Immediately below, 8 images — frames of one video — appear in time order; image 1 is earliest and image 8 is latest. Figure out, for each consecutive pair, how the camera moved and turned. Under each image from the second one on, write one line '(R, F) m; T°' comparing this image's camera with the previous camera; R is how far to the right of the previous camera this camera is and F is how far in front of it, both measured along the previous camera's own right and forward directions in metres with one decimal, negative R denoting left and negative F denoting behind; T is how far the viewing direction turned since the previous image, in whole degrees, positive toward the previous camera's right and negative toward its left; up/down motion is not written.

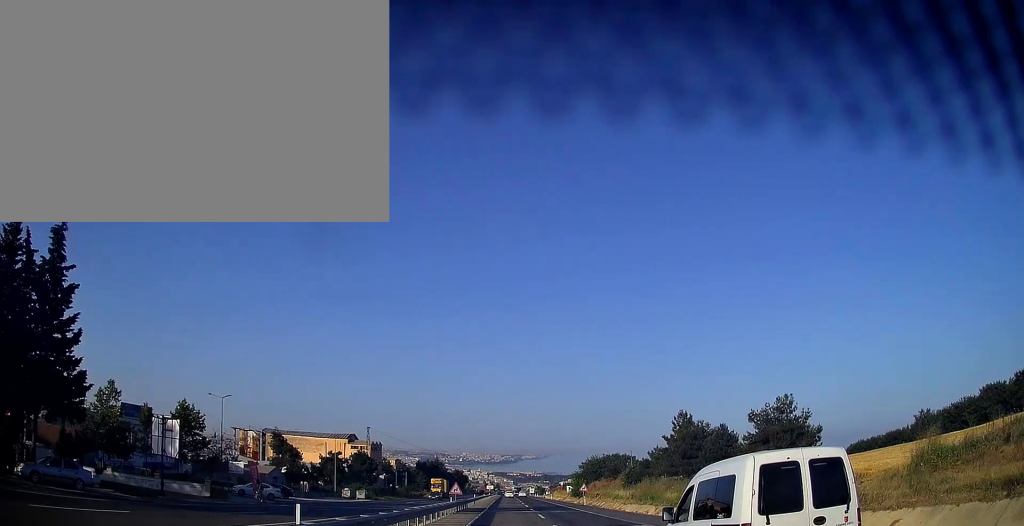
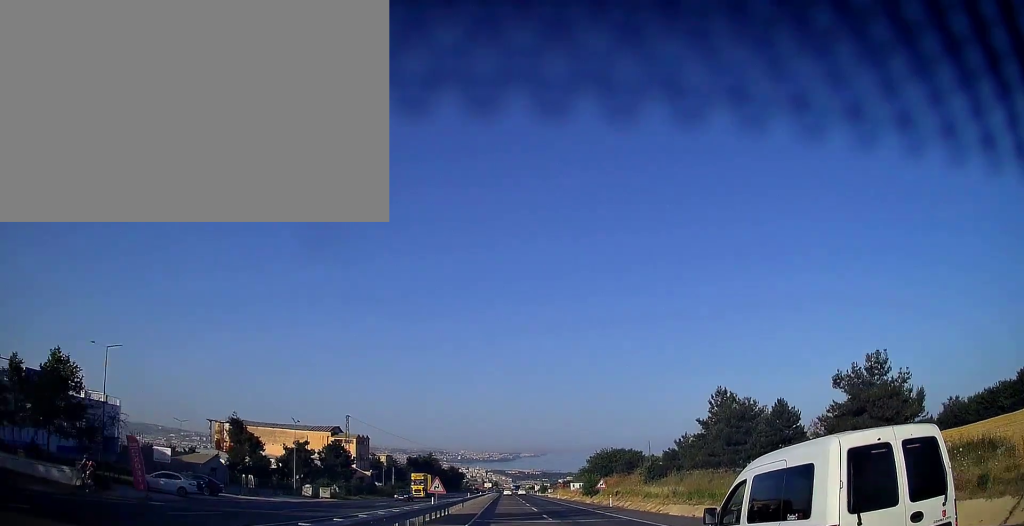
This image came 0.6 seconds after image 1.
(+0.1, +16.4) m; 0°
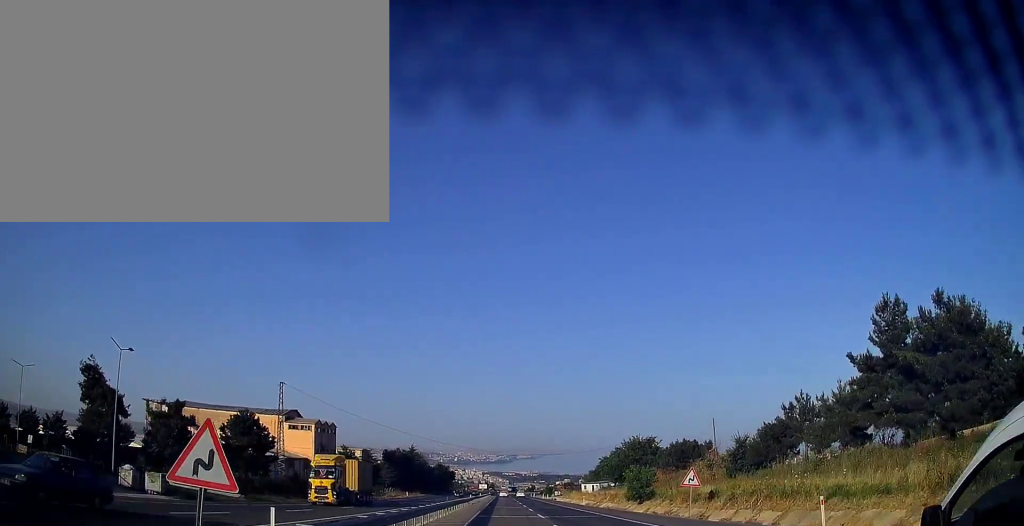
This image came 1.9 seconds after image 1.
(0.0, +34.0) m; 0°
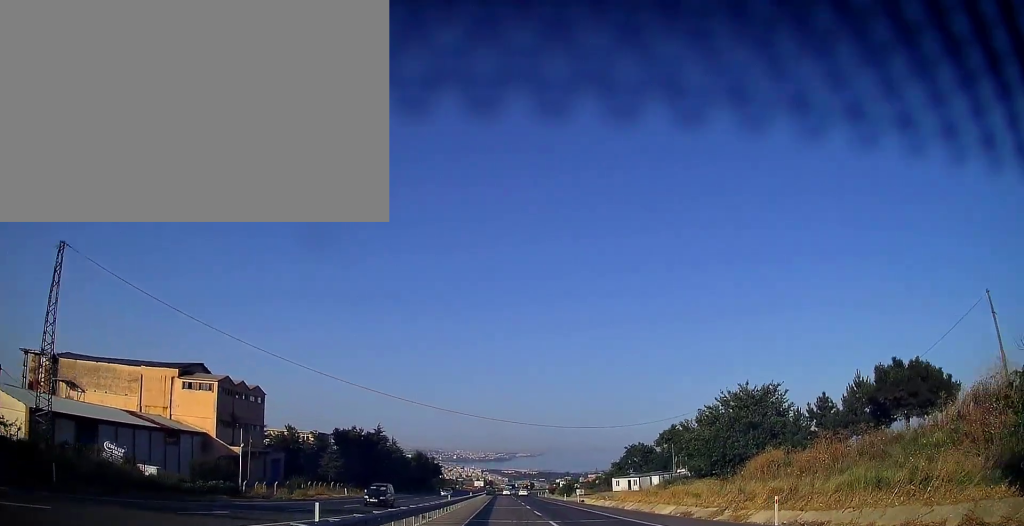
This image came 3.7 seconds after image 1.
(+0.2, +46.1) m; +1°
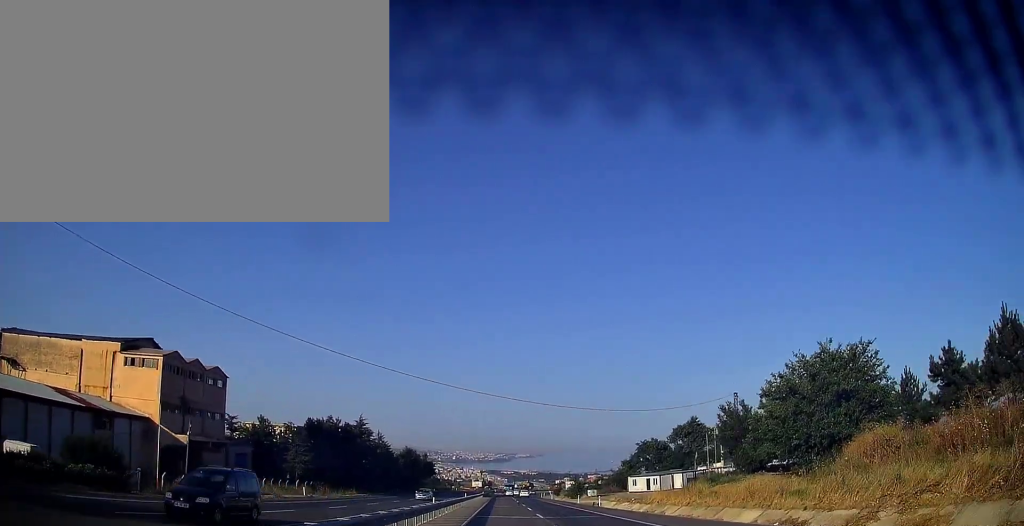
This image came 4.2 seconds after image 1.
(0.0, +15.3) m; 0°
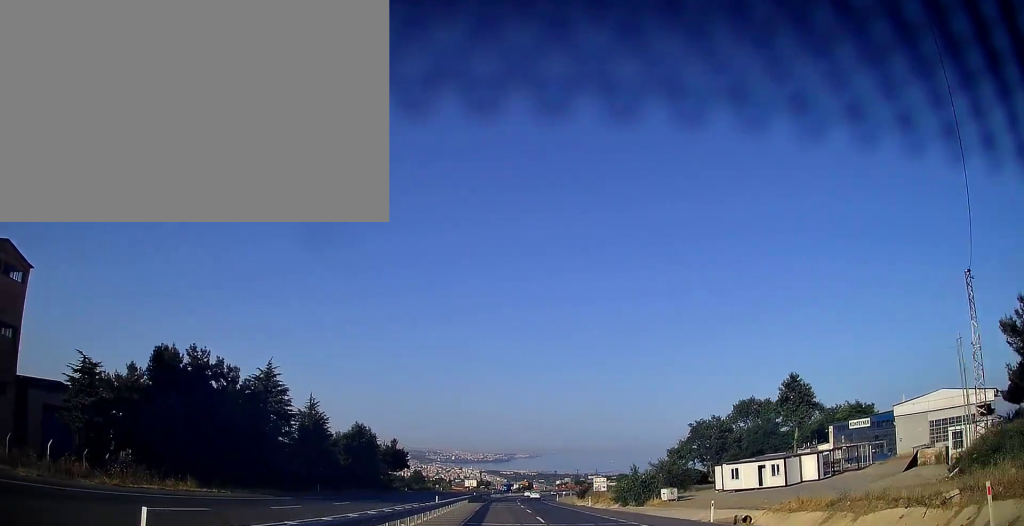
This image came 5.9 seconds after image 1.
(0.0, +44.5) m; 0°
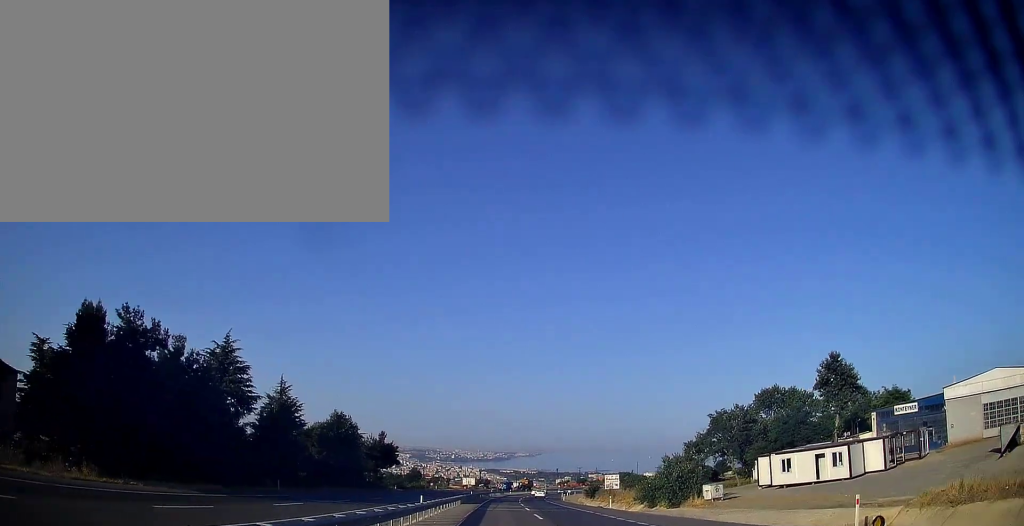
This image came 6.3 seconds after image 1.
(-0.1, +11.0) m; 0°
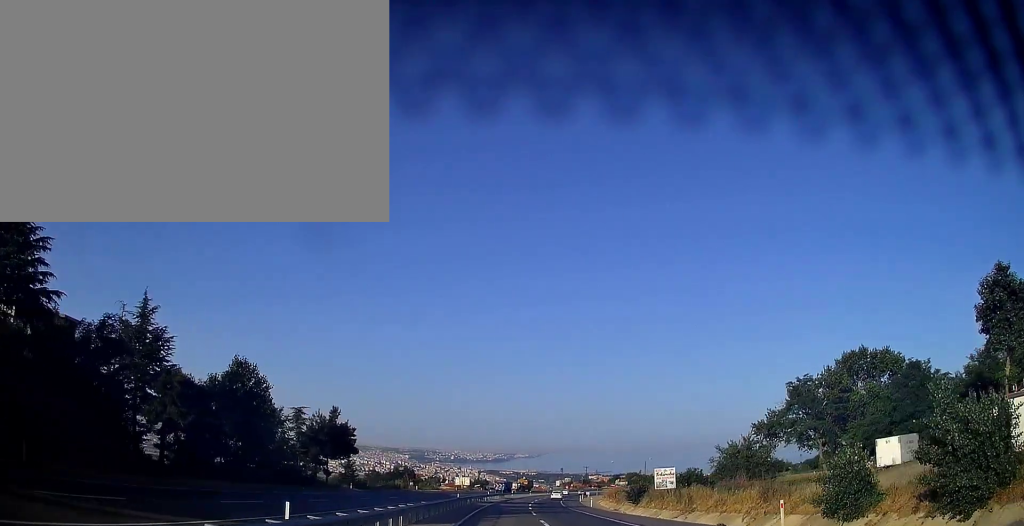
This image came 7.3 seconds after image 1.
(0.0, +29.2) m; +1°
